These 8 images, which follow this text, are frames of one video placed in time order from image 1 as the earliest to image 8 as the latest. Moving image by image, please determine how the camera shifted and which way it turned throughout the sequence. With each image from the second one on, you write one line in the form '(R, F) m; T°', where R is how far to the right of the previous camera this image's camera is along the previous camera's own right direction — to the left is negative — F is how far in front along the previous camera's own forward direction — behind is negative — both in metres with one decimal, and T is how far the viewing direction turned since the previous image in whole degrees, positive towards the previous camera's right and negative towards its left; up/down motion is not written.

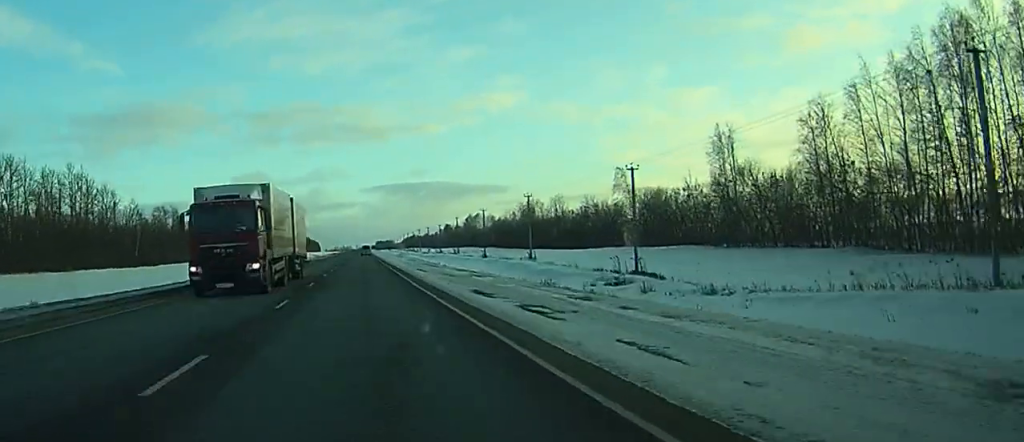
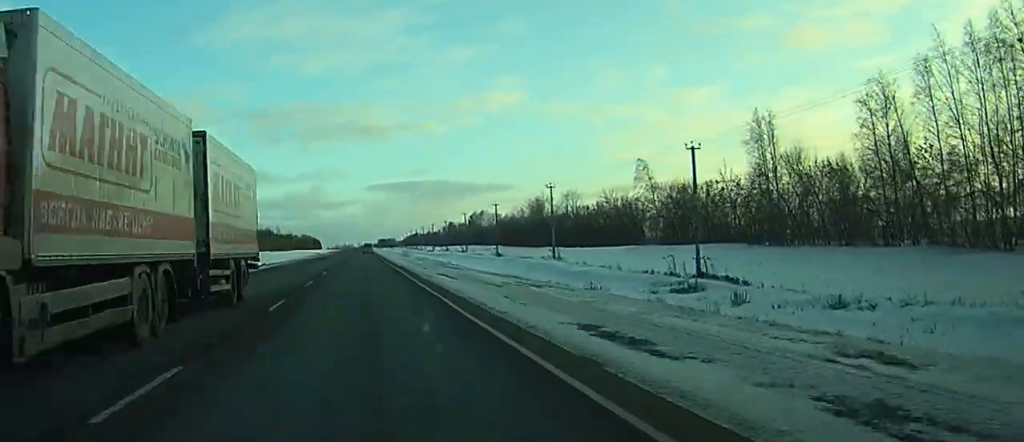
(0.0, +13.3) m; 0°
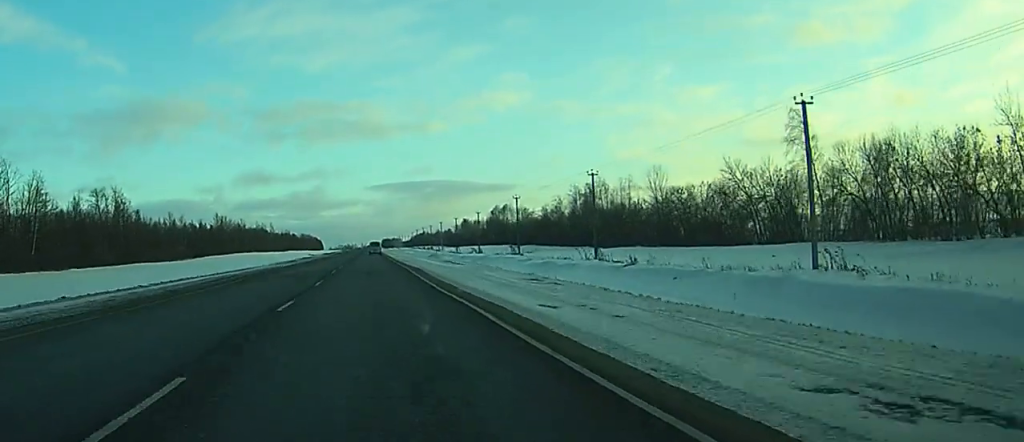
(0.0, +60.8) m; 0°
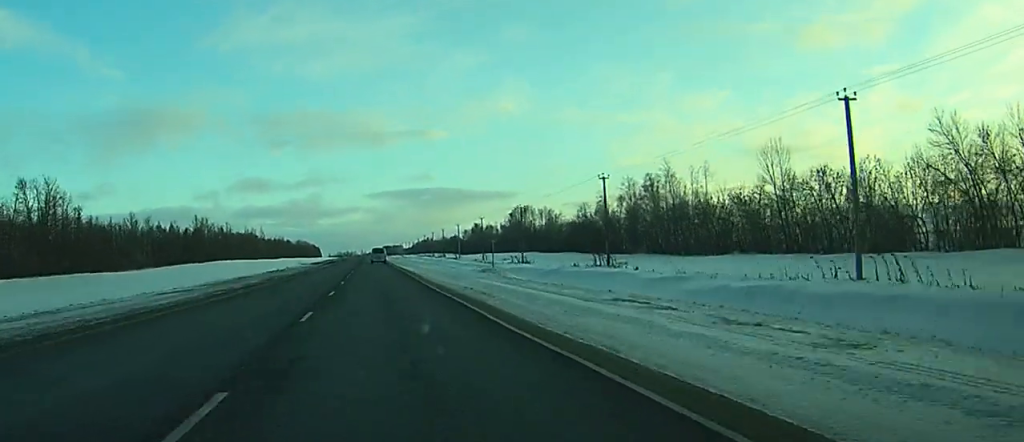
(0.0, +48.1) m; 0°
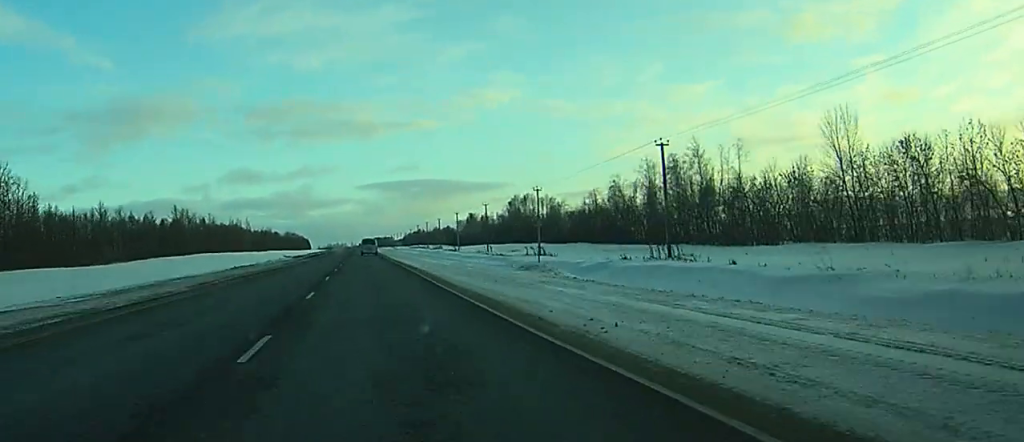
(0.0, +19.7) m; 0°
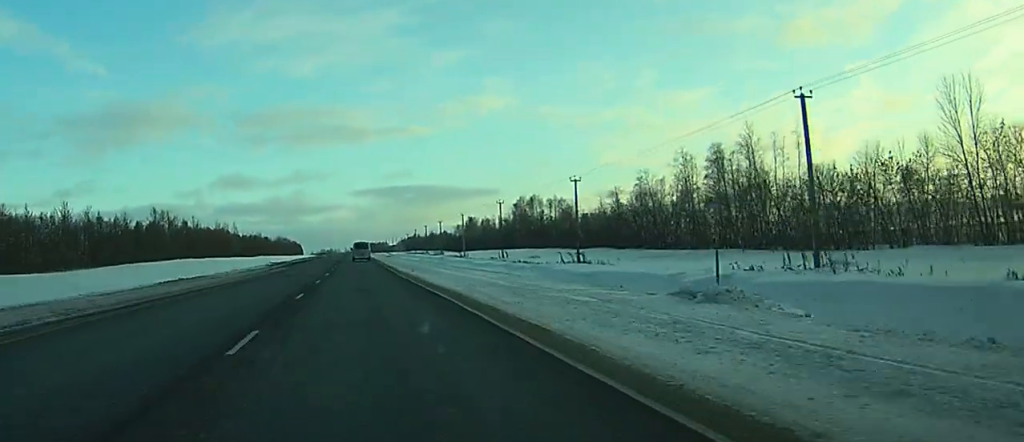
(+0.1, +23.2) m; 0°
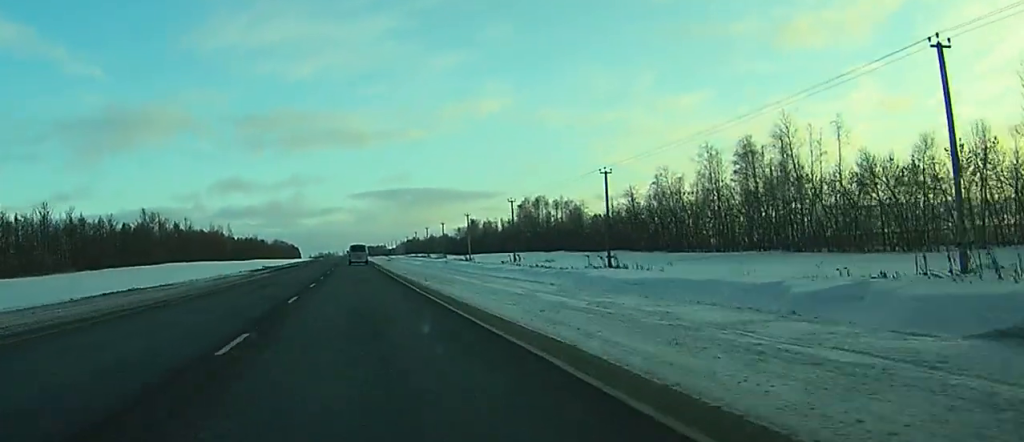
(+0.1, +12.0) m; 0°
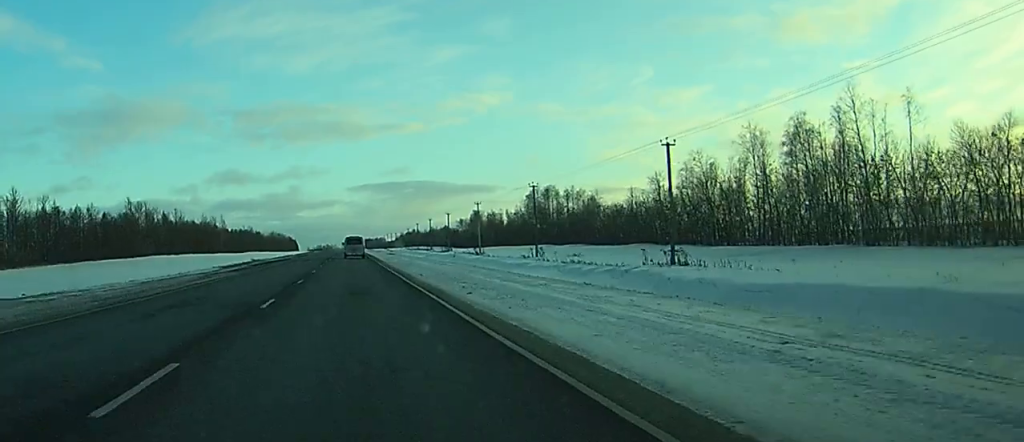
(+0.1, +16.5) m; 0°
